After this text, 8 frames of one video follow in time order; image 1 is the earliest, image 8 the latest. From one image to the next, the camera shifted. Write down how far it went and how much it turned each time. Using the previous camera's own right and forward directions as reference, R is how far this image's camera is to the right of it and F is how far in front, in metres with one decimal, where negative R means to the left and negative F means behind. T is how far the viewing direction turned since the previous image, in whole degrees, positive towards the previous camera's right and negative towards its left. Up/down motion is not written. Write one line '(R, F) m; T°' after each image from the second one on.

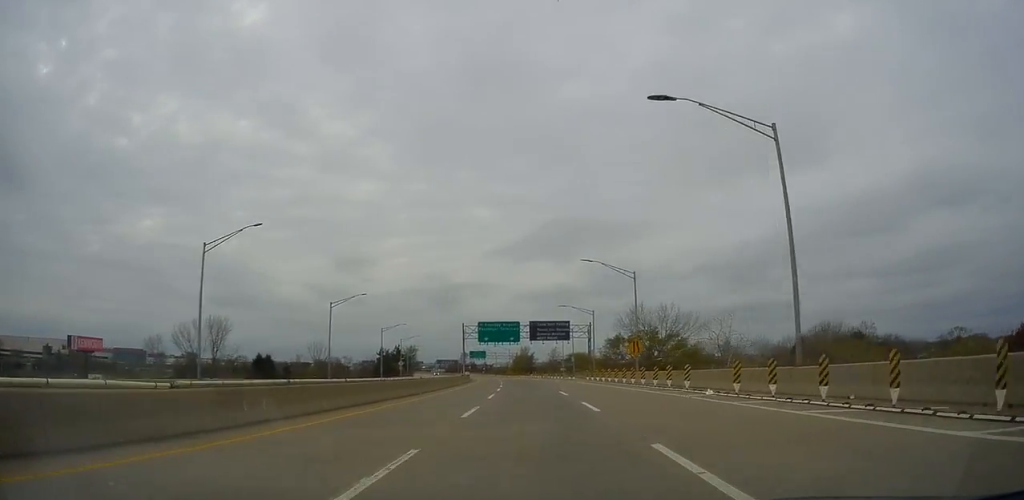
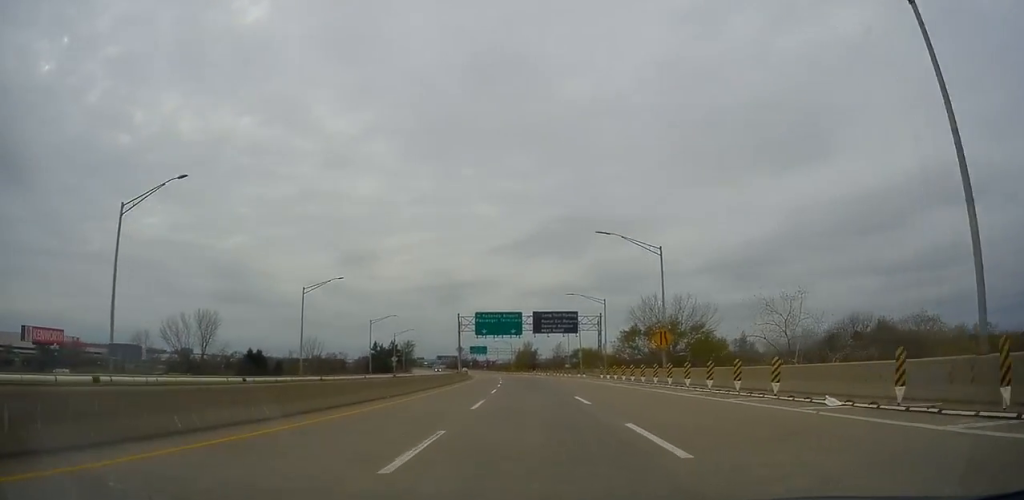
(-0.1, +9.2) m; -1°
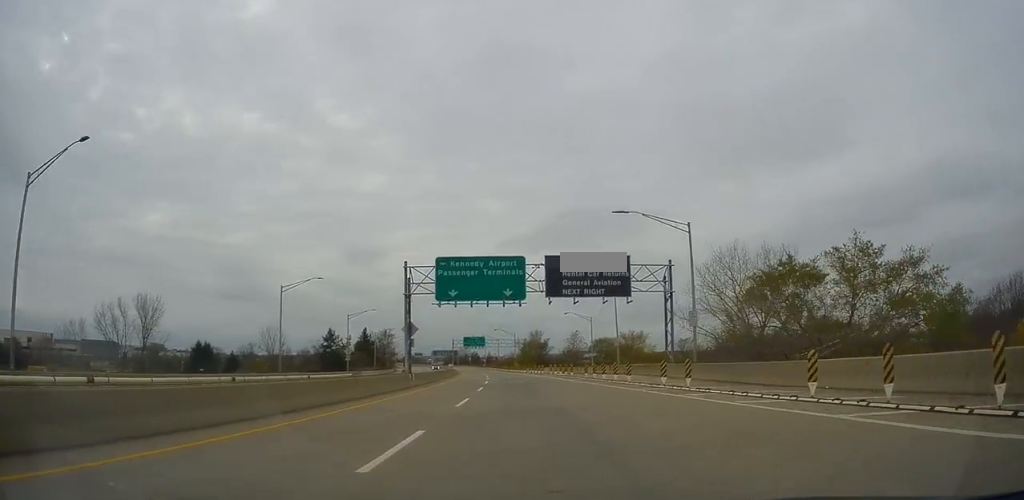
(-0.7, +36.3) m; -2°
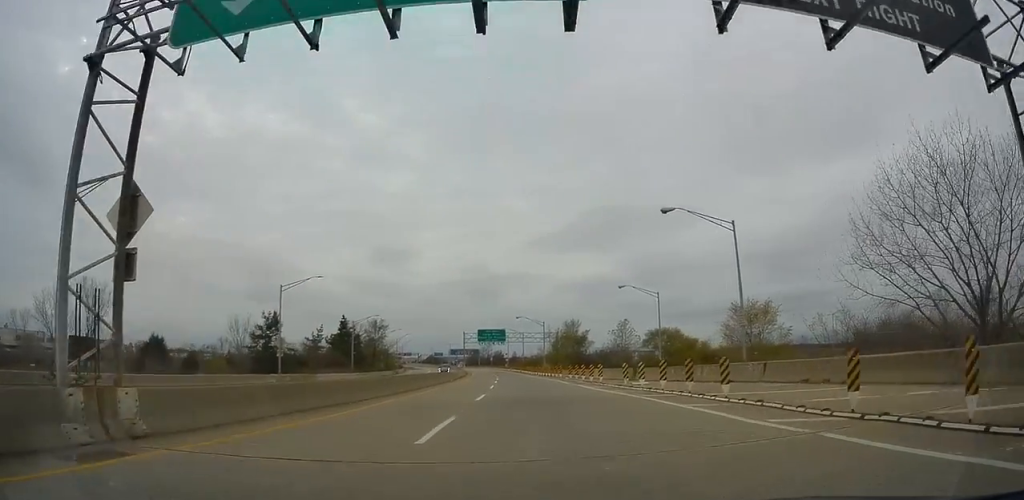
(0.0, +33.0) m; -1°
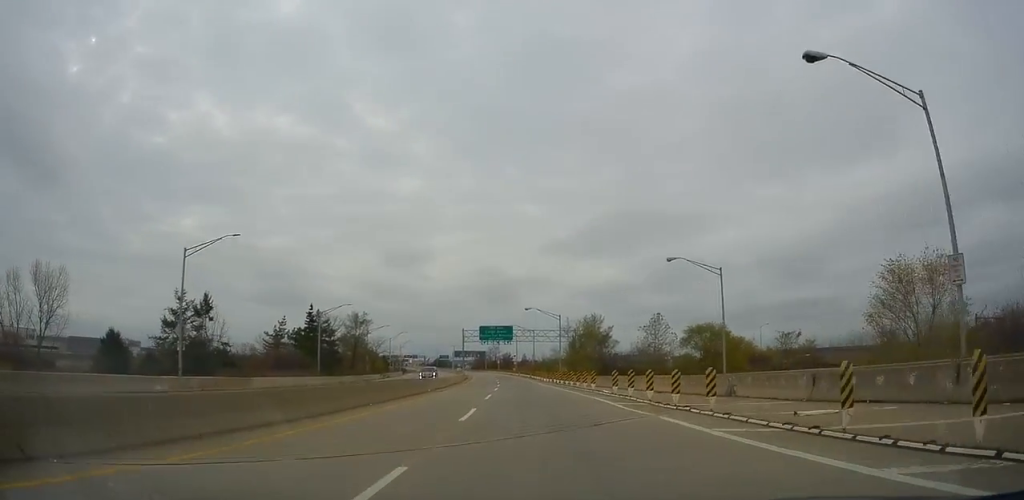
(-0.2, +18.9) m; -2°
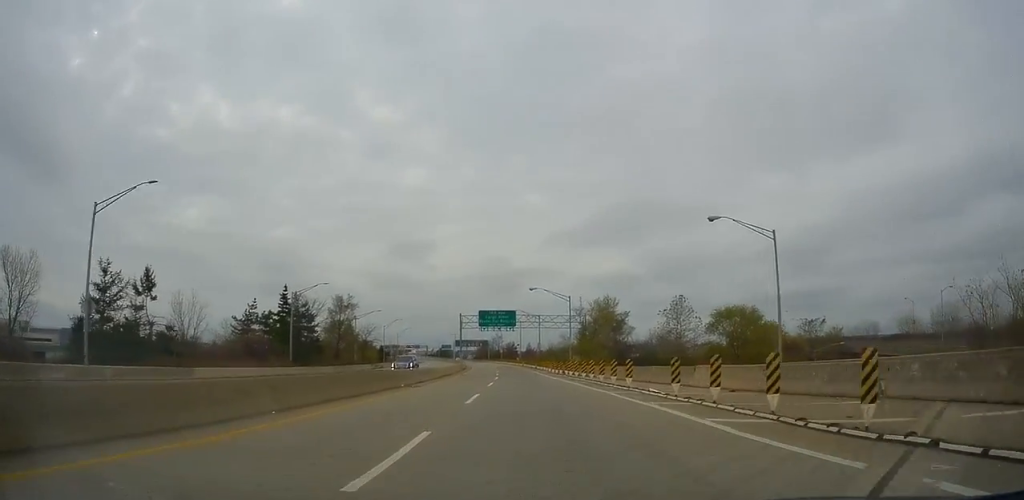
(0.0, +10.2) m; -1°
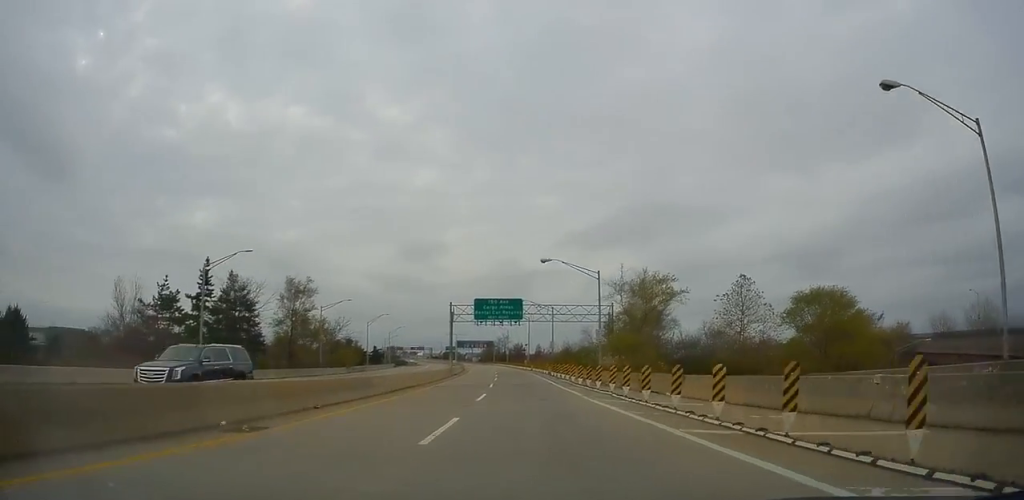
(-0.5, +20.1) m; -1°
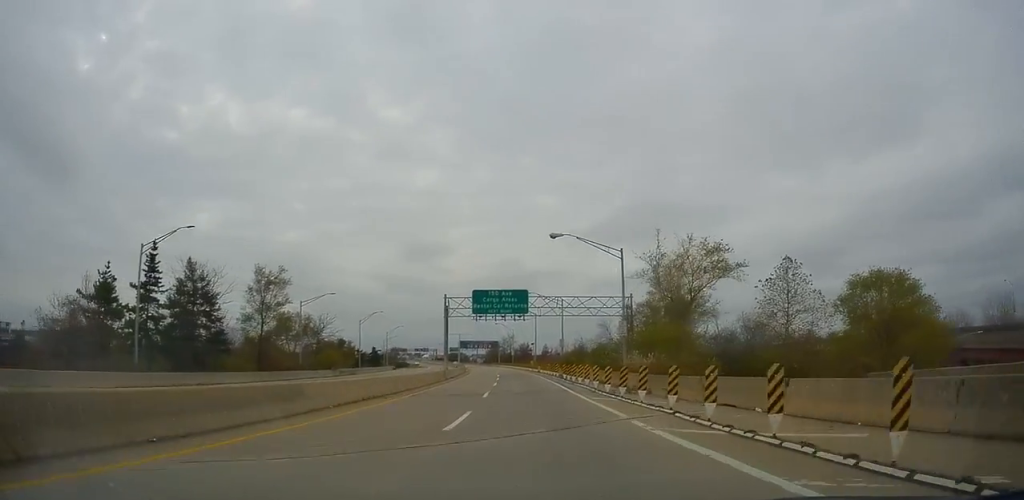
(+0.1, +9.1) m; 0°
